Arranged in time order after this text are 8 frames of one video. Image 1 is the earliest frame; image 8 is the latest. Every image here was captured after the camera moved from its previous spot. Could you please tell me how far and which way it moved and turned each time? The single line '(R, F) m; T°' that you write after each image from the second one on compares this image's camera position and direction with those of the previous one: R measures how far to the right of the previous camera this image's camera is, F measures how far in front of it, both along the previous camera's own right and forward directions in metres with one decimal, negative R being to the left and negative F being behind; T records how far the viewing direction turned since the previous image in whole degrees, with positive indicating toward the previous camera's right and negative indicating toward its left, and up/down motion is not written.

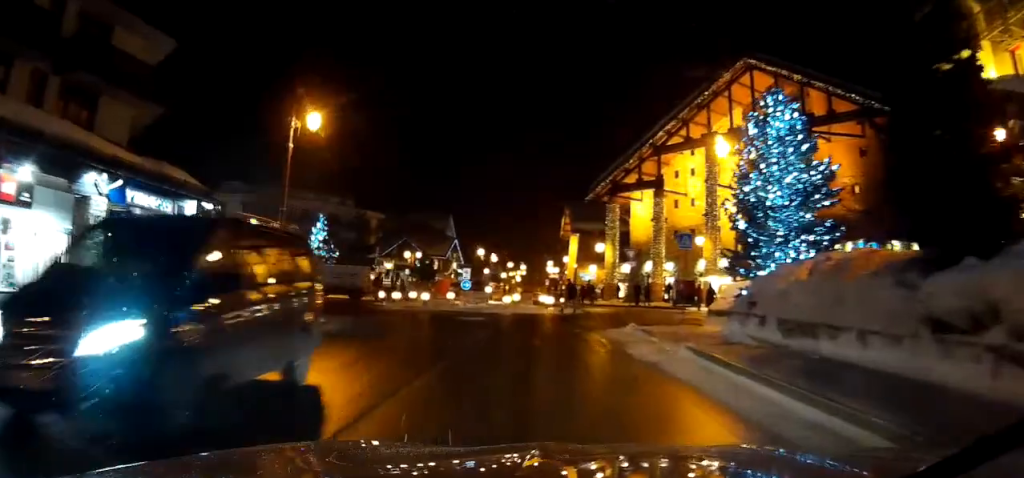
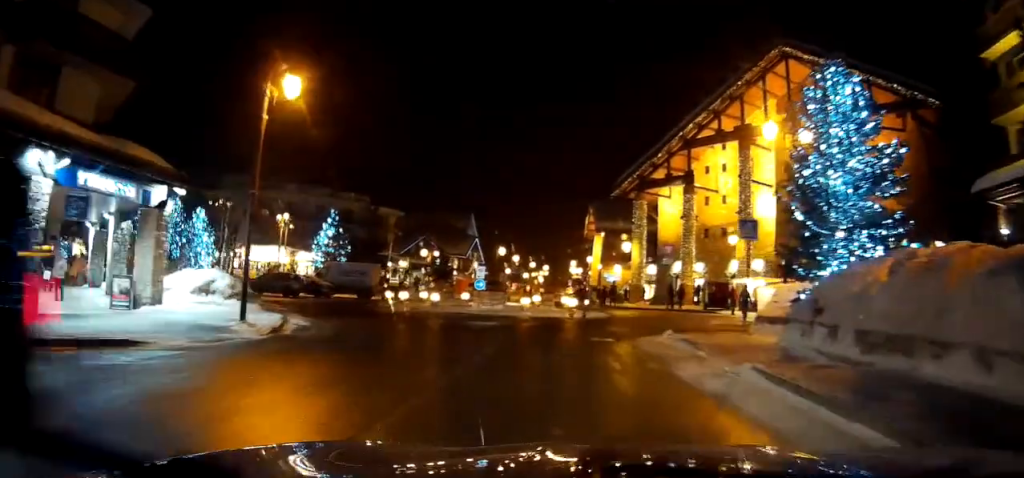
(0.0, +3.7) m; -2°
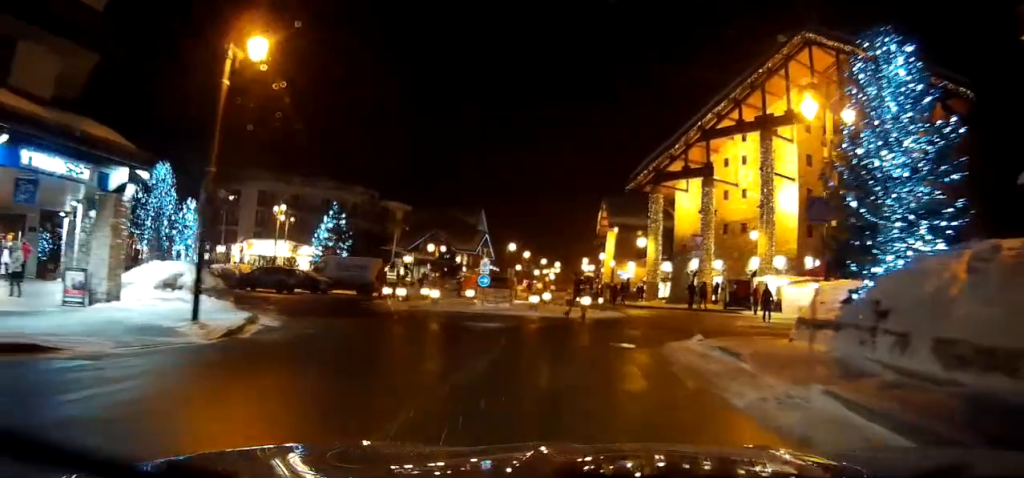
(-0.2, +2.8) m; -1°
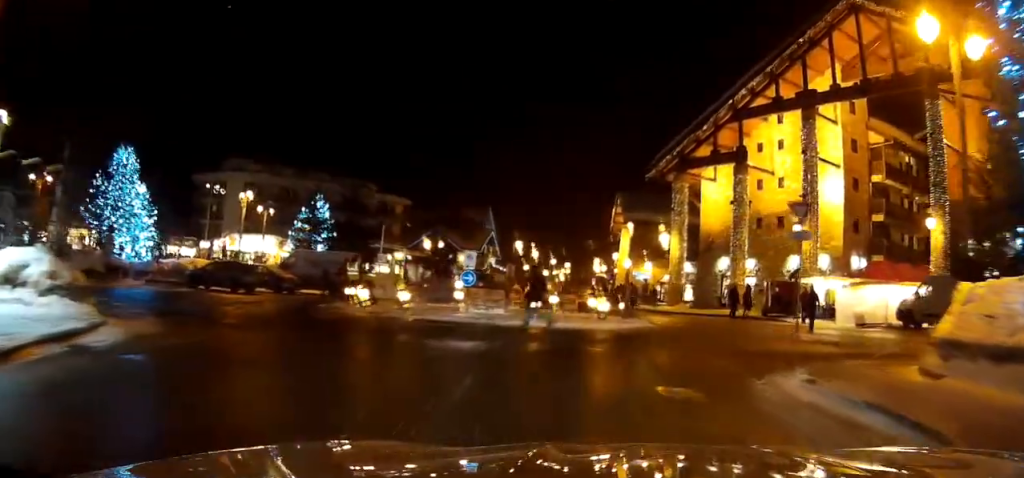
(-0.1, +6.9) m; +2°
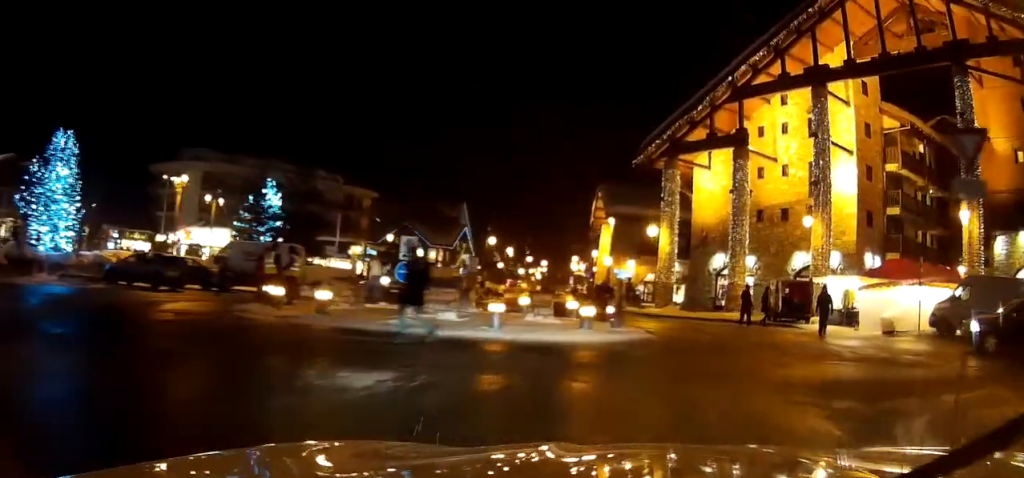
(+0.2, +5.0) m; +4°
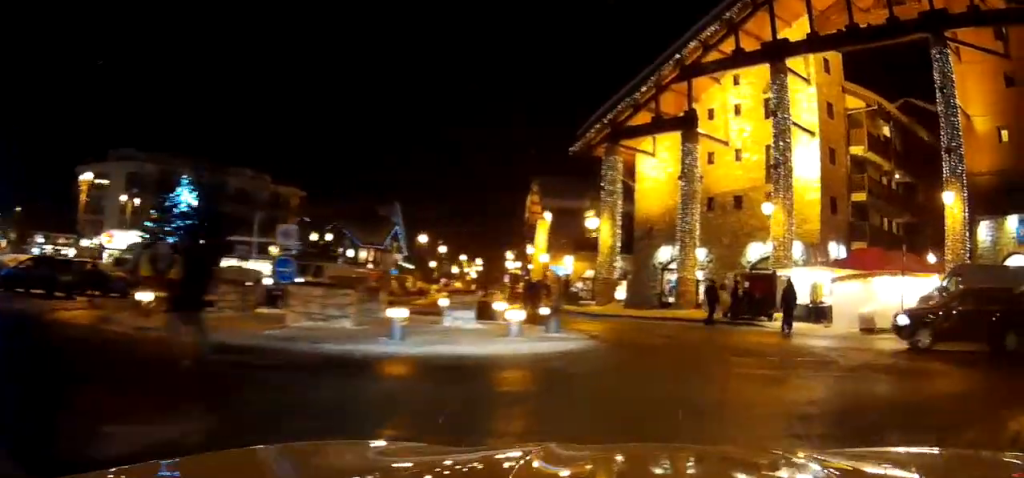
(+0.1, +3.2) m; +4°
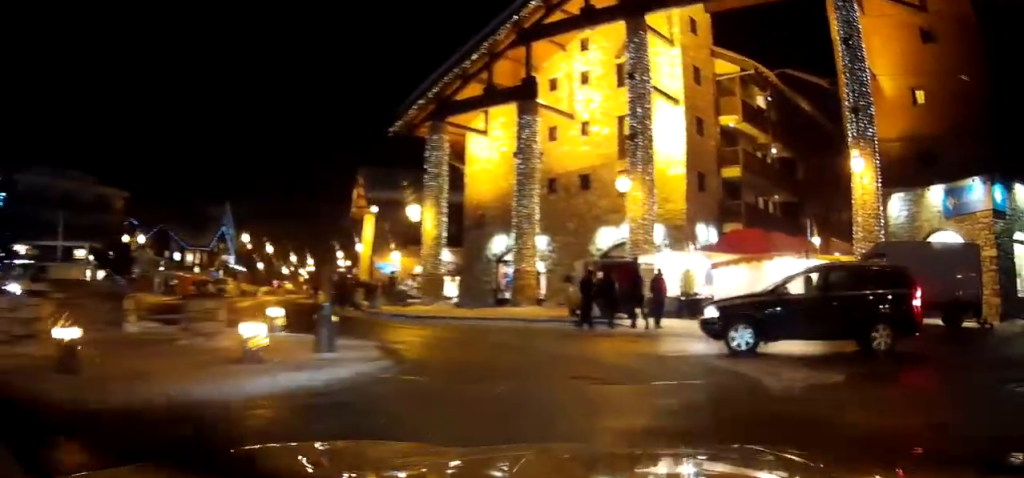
(+0.4, +4.9) m; +13°
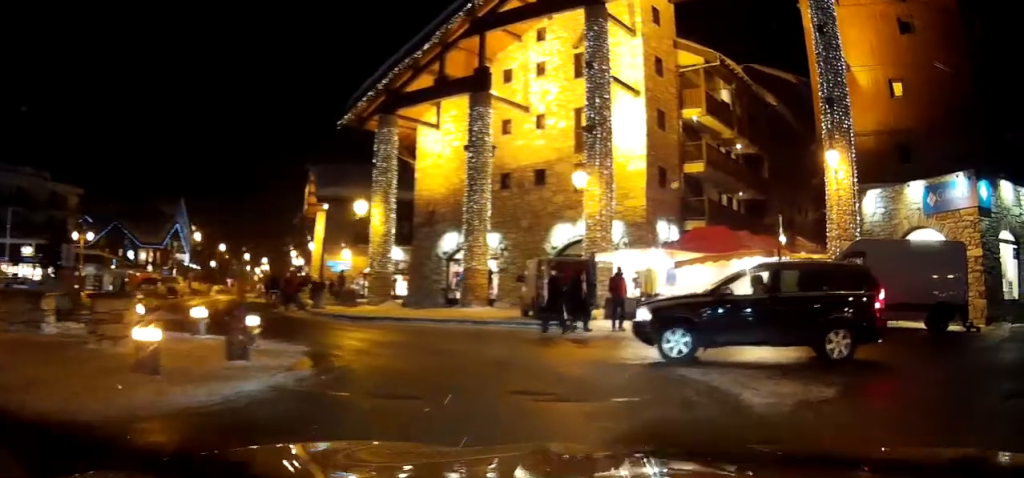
(+0.2, +1.8) m; +6°
